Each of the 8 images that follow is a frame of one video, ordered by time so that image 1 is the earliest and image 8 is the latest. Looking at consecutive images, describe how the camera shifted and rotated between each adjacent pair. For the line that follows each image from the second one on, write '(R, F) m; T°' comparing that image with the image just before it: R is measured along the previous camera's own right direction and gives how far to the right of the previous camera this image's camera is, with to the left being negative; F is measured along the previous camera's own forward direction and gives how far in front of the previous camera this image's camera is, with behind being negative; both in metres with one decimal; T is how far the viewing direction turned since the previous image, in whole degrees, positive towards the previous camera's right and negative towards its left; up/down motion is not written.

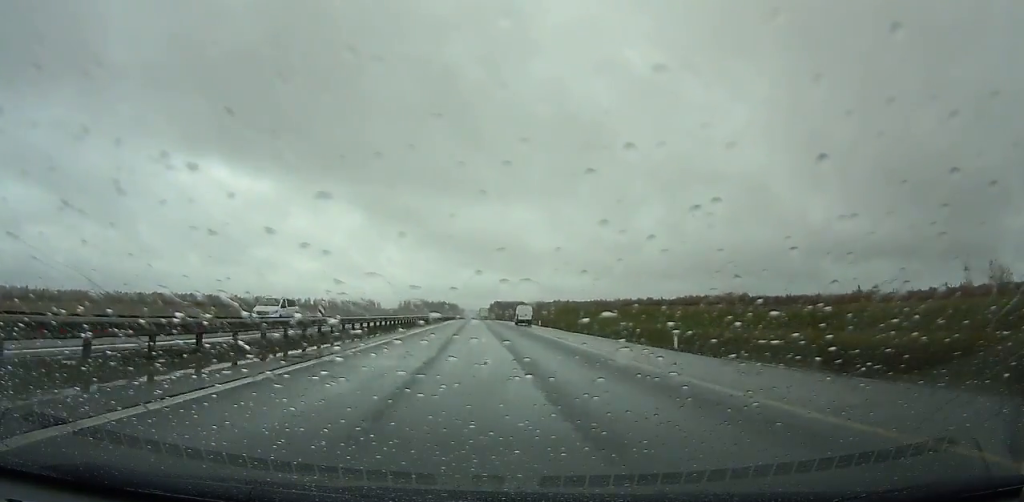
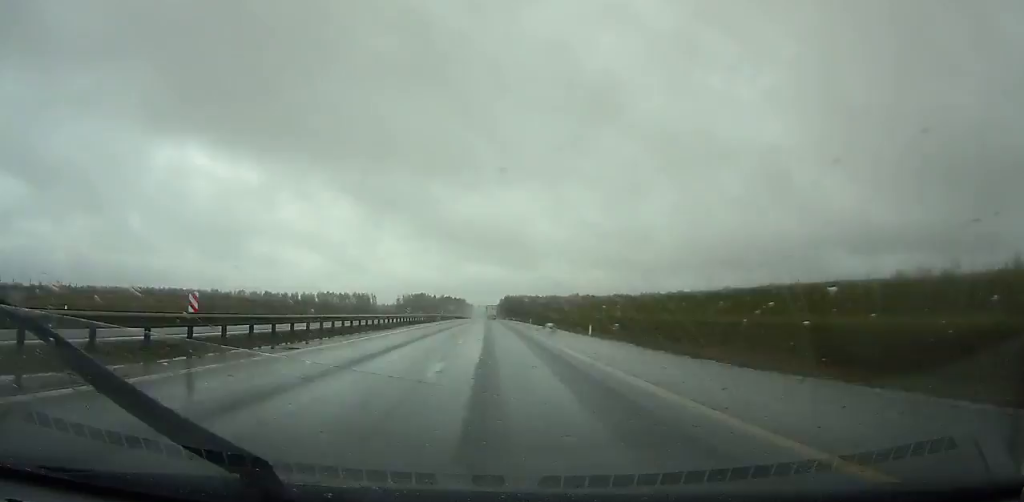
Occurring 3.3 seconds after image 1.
(-0.3, +84.9) m; -1°
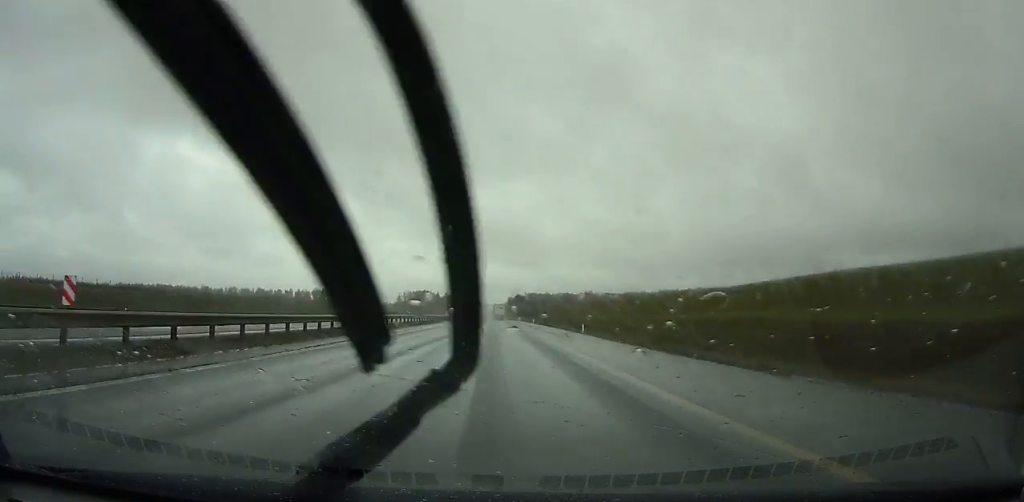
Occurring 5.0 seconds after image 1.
(-0.2, +45.2) m; 0°
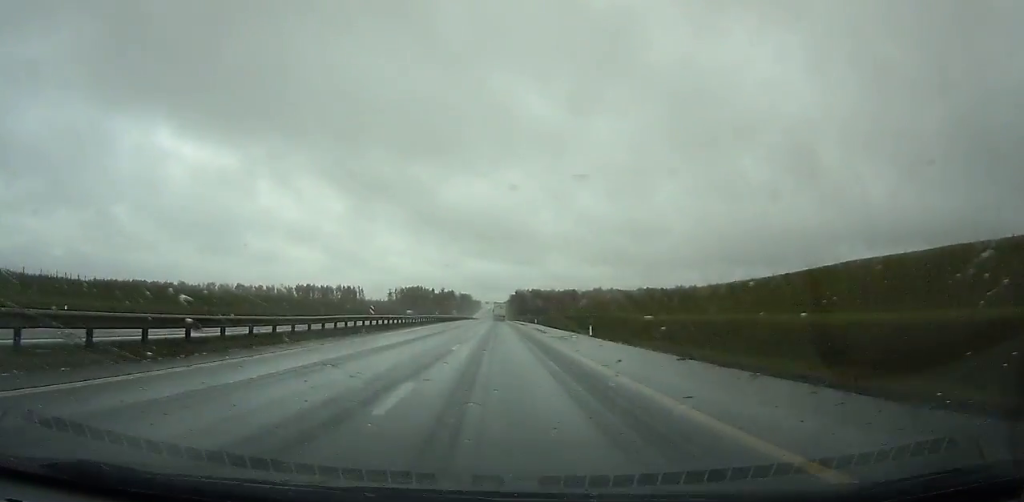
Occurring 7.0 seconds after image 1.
(-0.2, +53.7) m; 0°
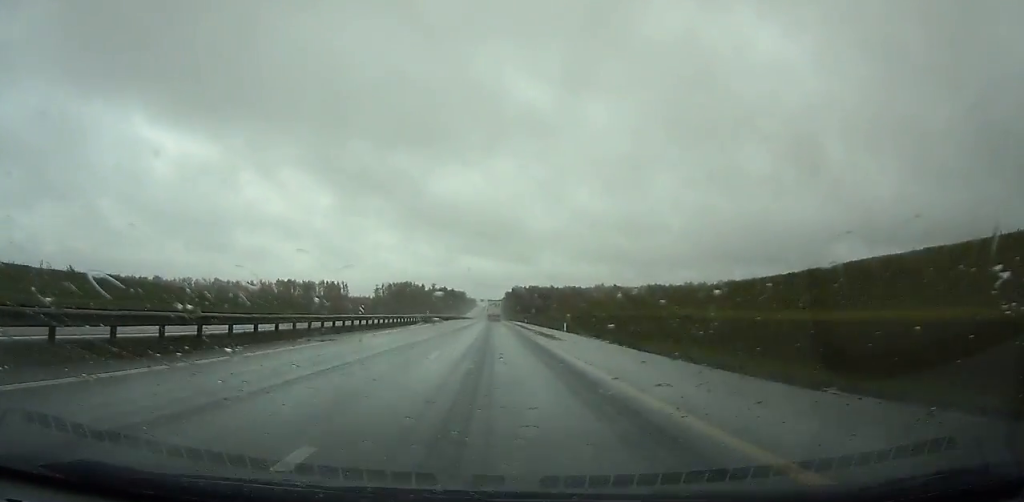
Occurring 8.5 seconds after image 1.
(+0.1, +40.8) m; 0°
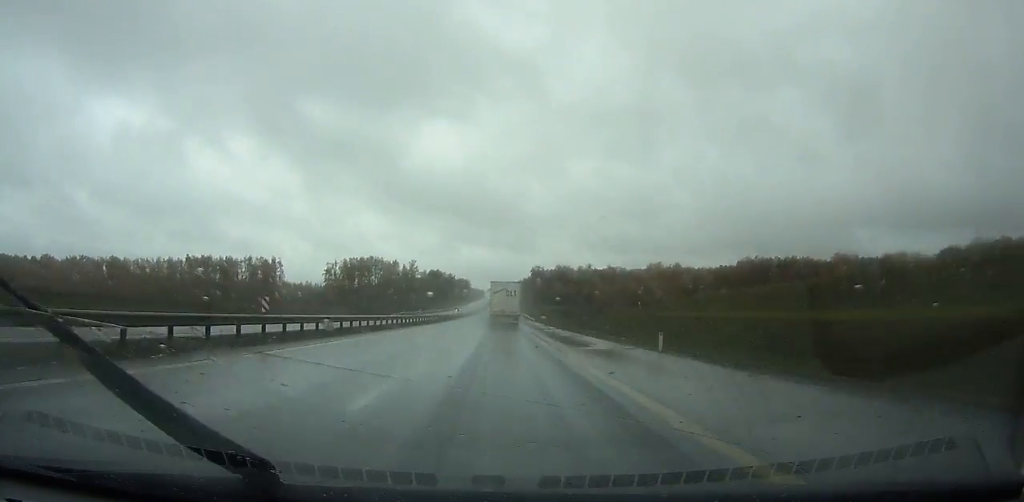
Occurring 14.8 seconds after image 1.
(-0.7, +169.8) m; -1°
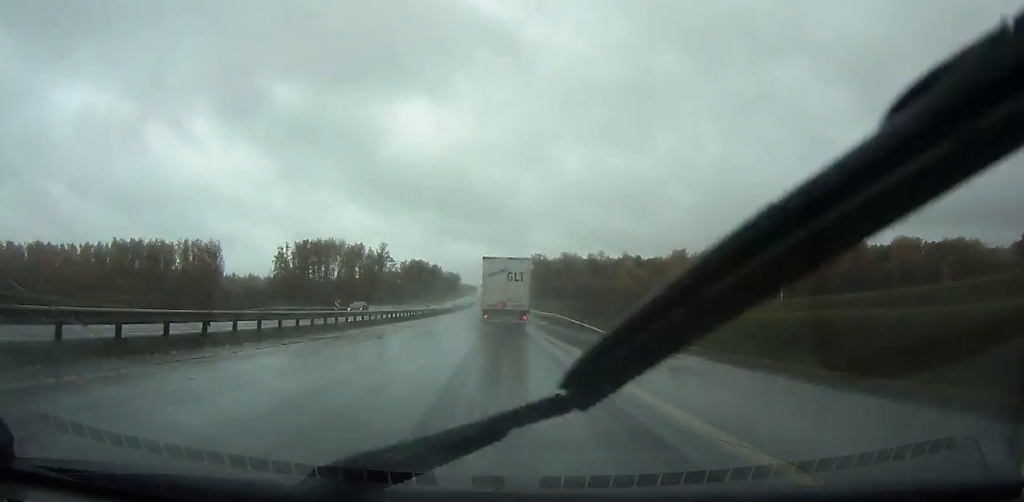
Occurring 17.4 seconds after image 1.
(-0.2, +68.8) m; -1°
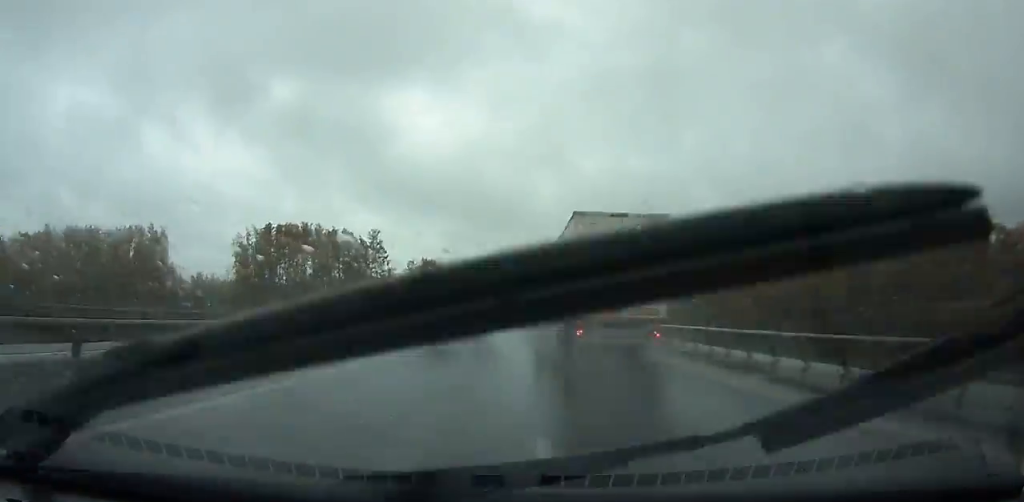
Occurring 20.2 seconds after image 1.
(-0.5, +74.7) m; 0°
